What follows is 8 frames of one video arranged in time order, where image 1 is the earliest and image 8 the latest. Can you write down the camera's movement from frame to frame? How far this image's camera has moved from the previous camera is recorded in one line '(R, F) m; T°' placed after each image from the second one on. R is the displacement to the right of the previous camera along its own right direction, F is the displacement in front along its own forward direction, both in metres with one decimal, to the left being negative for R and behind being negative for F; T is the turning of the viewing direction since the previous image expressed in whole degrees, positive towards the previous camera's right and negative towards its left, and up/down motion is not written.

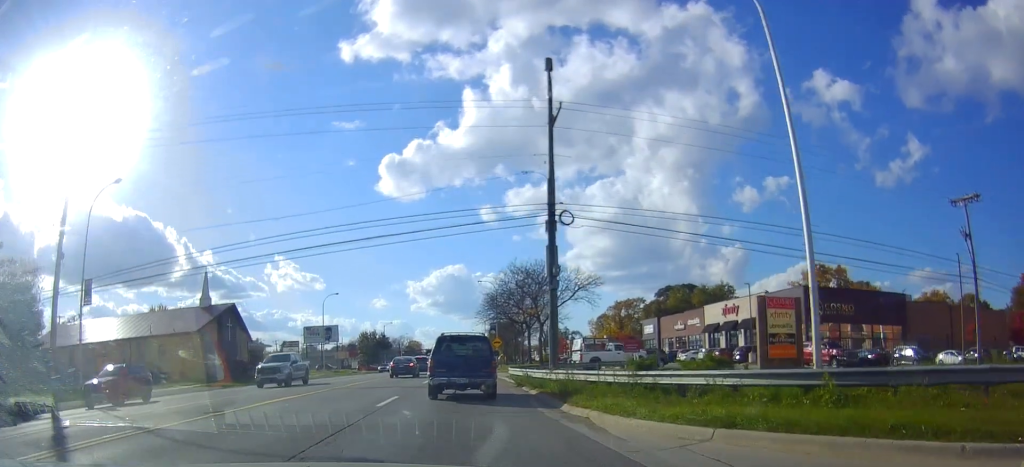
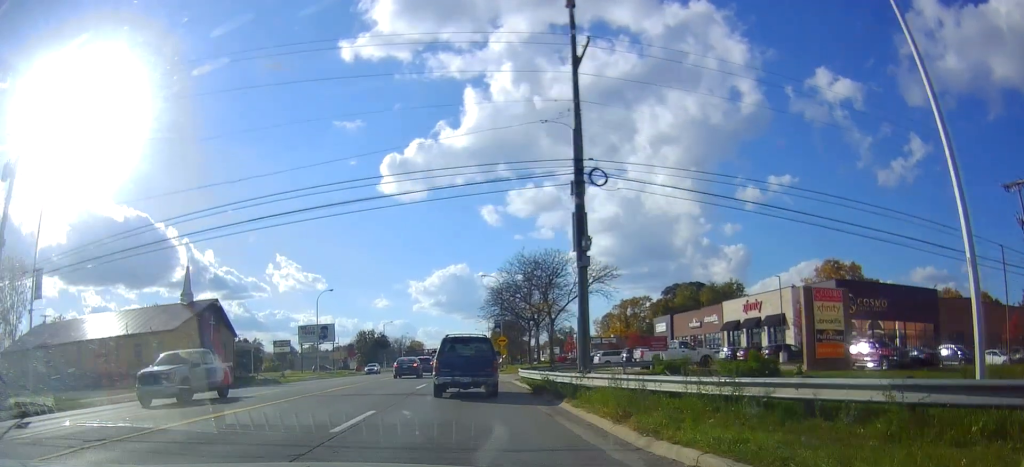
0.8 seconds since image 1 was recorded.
(0.0, +5.5) m; -2°
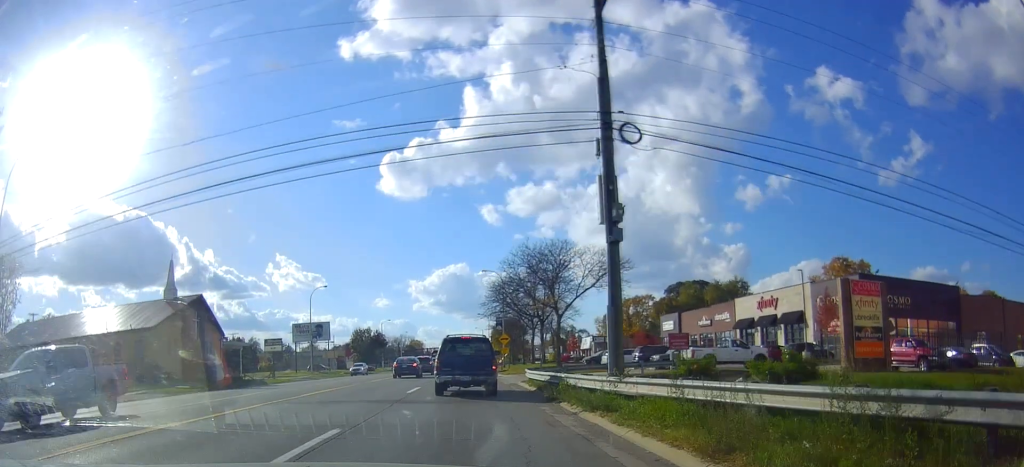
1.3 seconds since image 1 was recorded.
(+0.1, +3.8) m; -2°
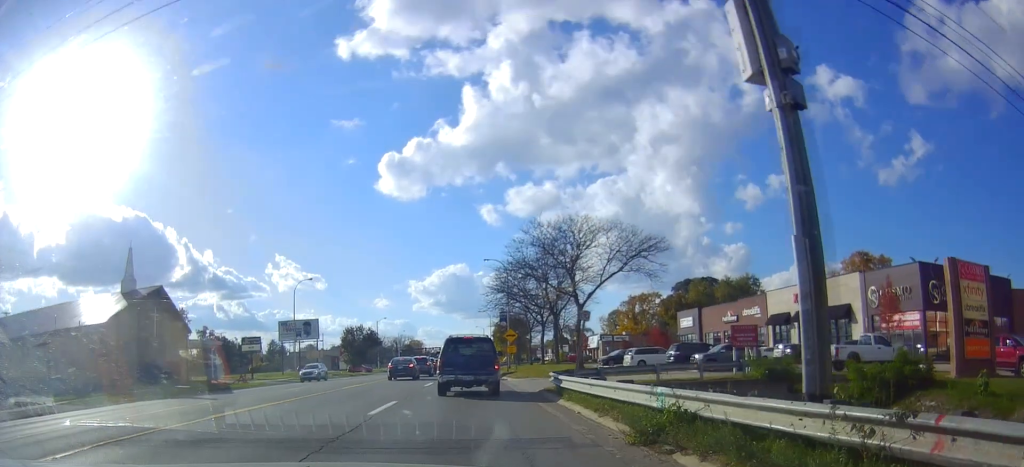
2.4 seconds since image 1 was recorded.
(-0.5, +8.1) m; +1°
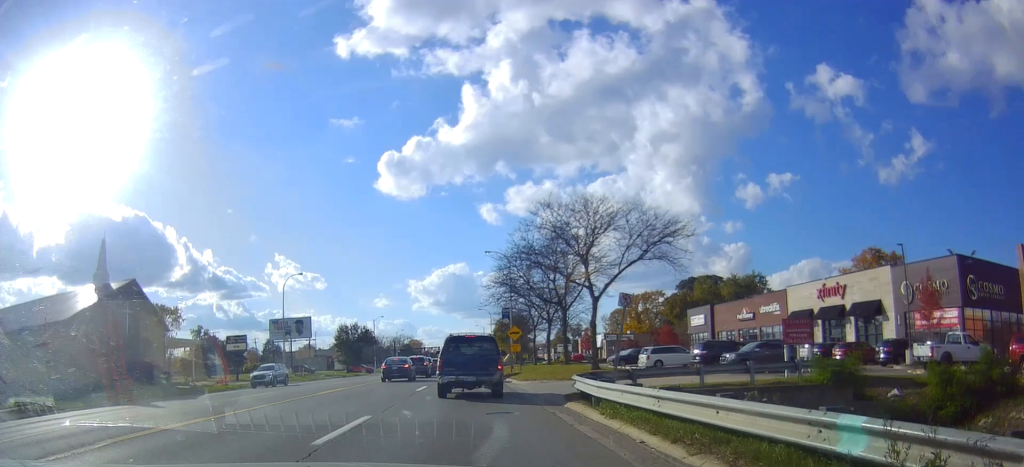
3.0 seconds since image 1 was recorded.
(+0.3, +4.4) m; +3°
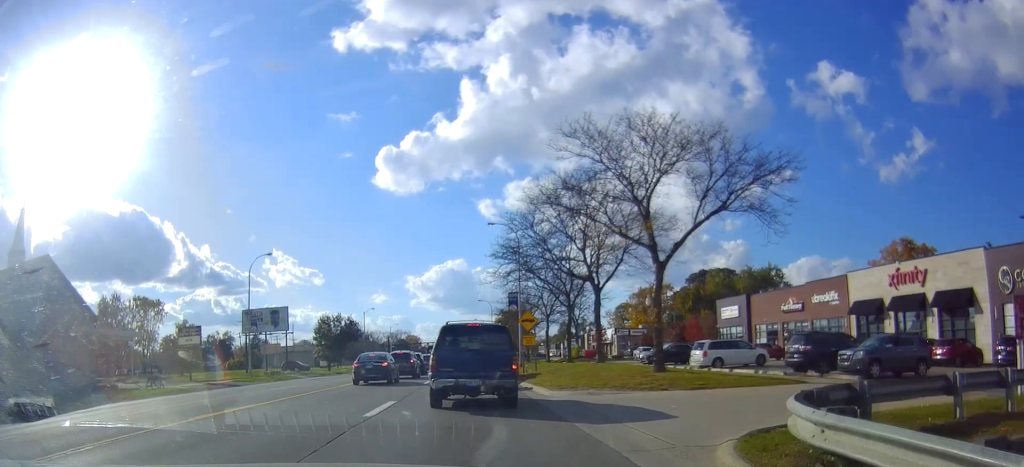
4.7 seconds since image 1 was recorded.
(+0.2, +11.8) m; -1°
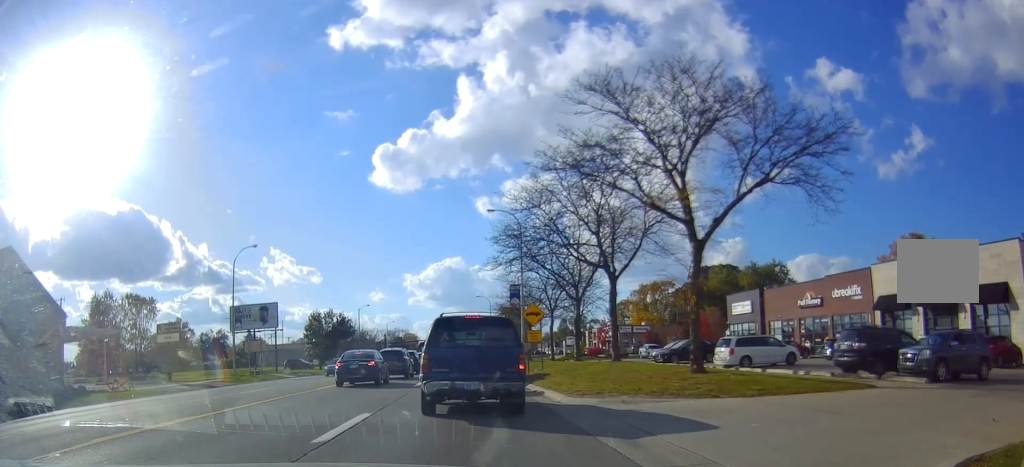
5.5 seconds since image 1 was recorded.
(0.0, +5.3) m; -3°
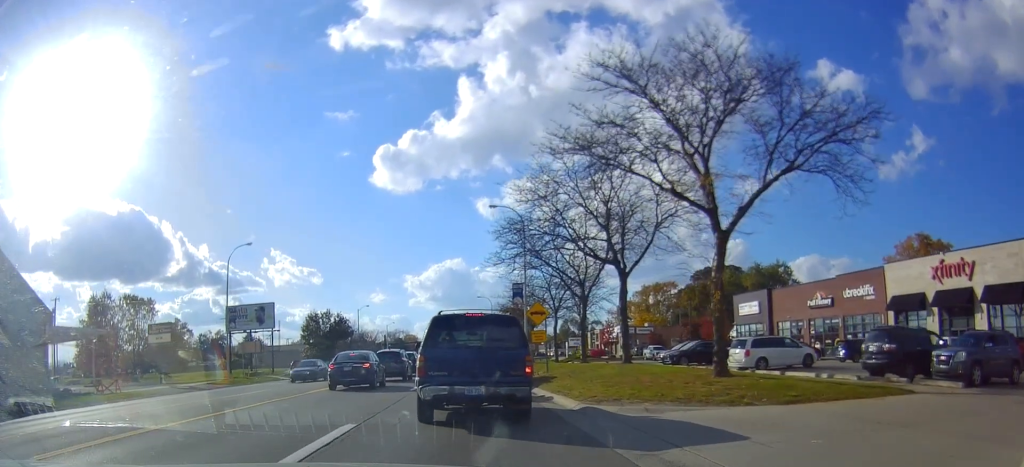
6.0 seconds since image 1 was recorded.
(-0.3, +2.8) m; 0°
